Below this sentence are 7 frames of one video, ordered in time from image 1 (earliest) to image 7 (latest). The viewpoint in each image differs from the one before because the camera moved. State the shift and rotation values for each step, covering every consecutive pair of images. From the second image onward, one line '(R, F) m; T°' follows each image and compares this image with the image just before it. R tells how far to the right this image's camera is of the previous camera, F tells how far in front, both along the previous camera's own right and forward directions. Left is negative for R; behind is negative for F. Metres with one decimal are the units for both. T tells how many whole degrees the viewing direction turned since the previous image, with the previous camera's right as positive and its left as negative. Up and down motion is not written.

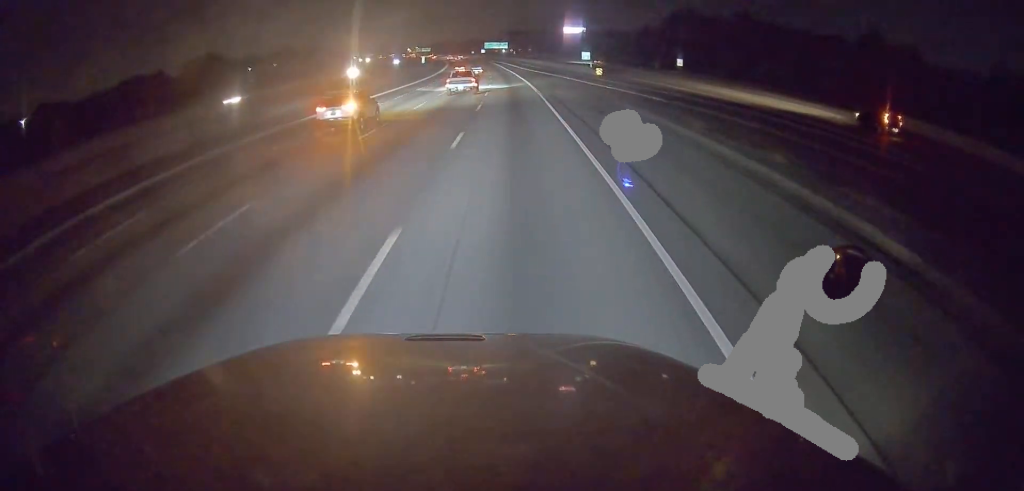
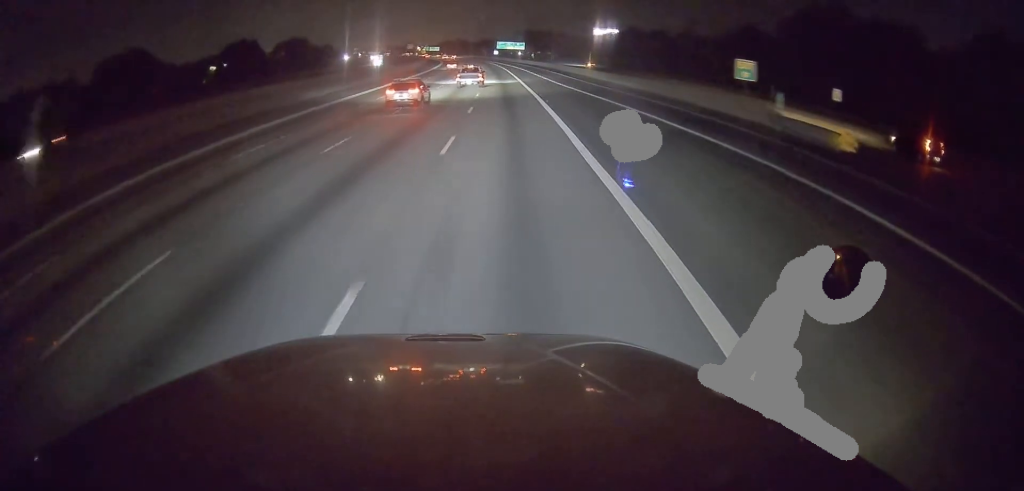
(-0.4, +64.4) m; -2°
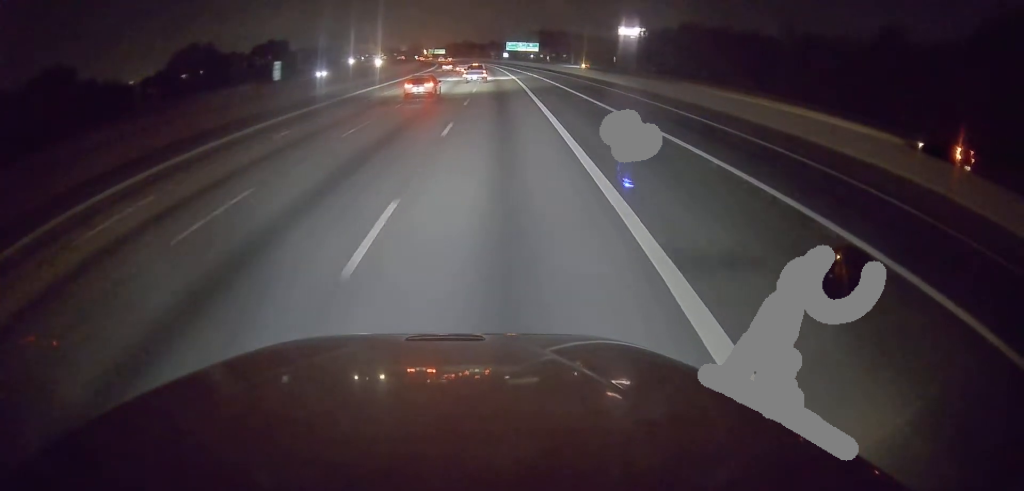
(-0.4, +44.7) m; -1°
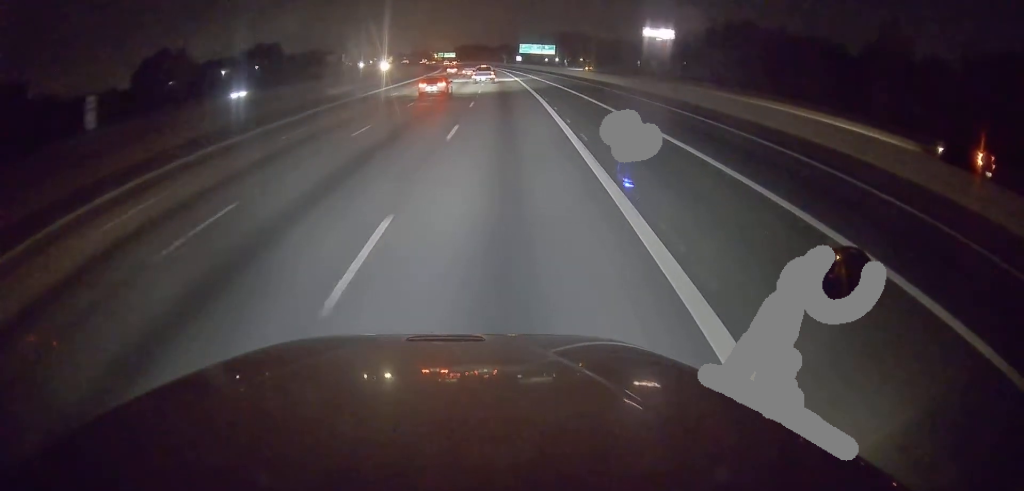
(-0.2, +25.1) m; -2°
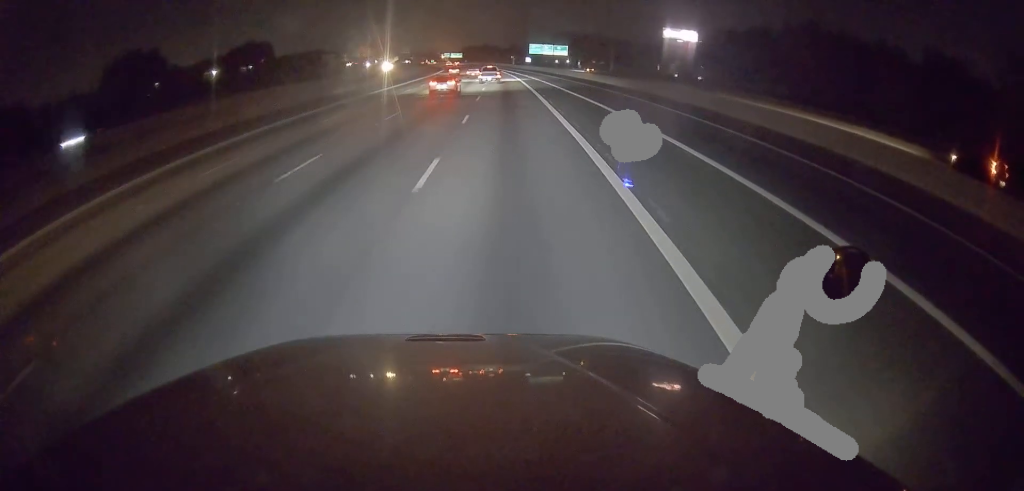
(-0.3, +19.7) m; -1°
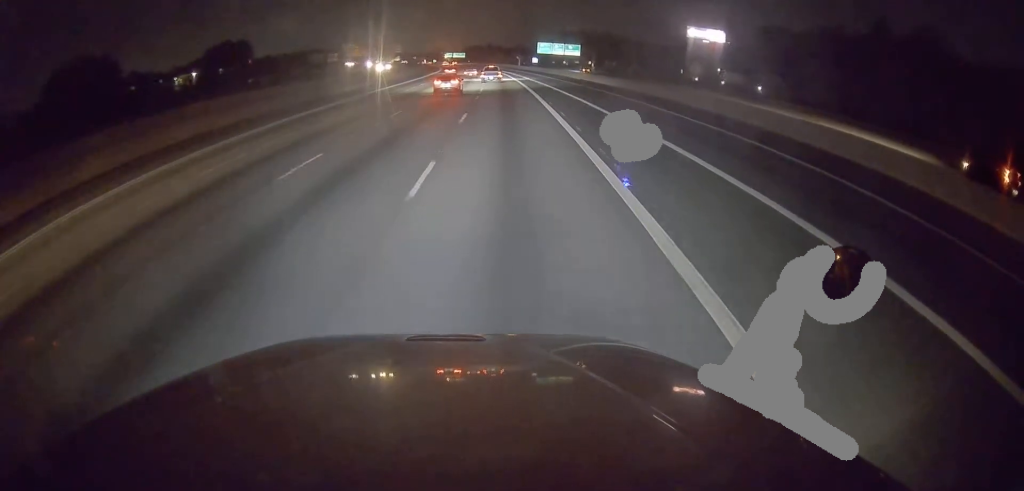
(-0.4, +24.5) m; 0°
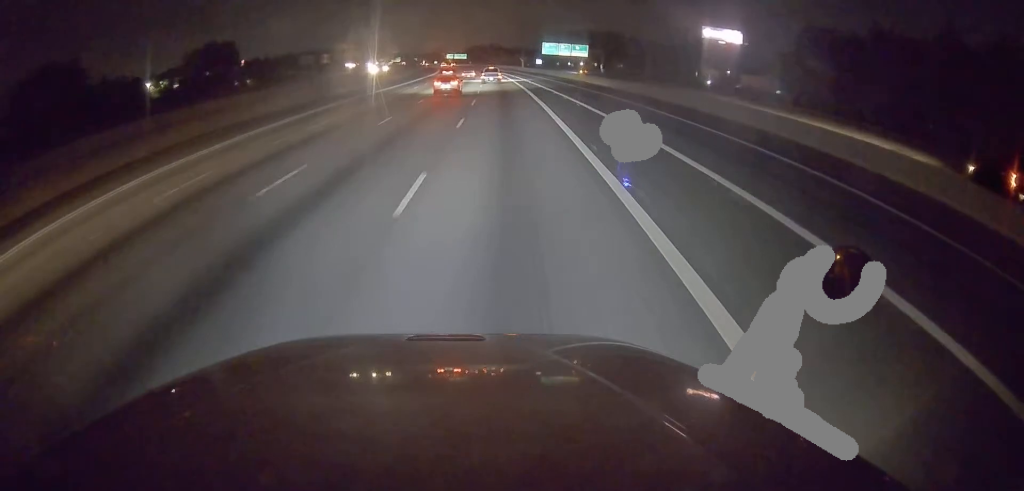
(+0.2, +13.5) m; 0°
